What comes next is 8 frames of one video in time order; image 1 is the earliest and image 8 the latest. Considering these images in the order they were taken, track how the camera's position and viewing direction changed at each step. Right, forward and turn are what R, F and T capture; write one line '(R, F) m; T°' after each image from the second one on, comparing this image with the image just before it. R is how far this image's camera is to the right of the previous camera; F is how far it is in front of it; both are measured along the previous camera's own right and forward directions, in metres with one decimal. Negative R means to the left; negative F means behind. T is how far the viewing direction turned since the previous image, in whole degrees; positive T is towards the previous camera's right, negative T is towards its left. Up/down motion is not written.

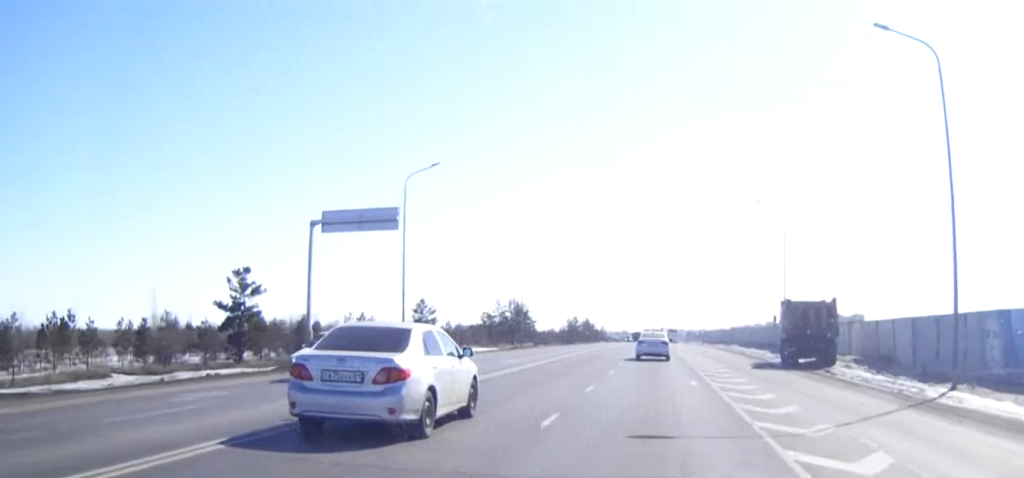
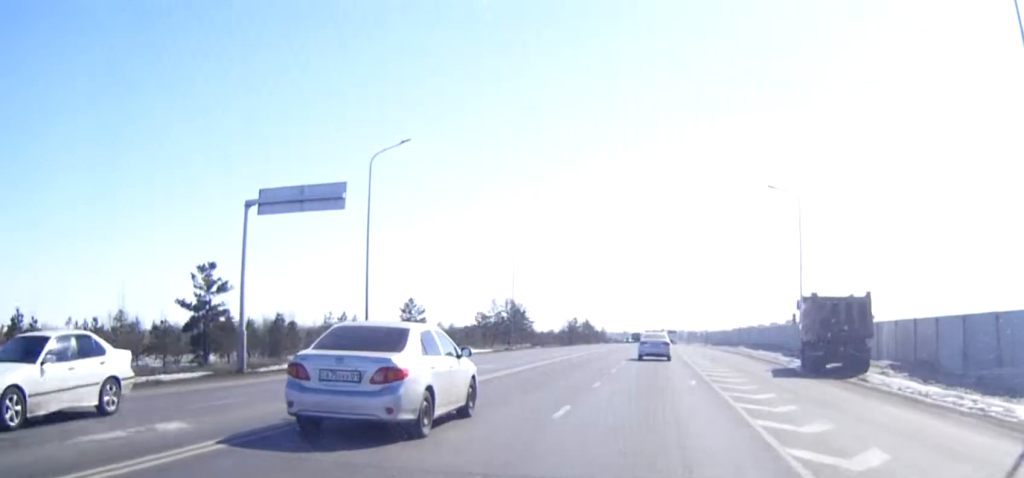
(0.0, +6.6) m; 0°
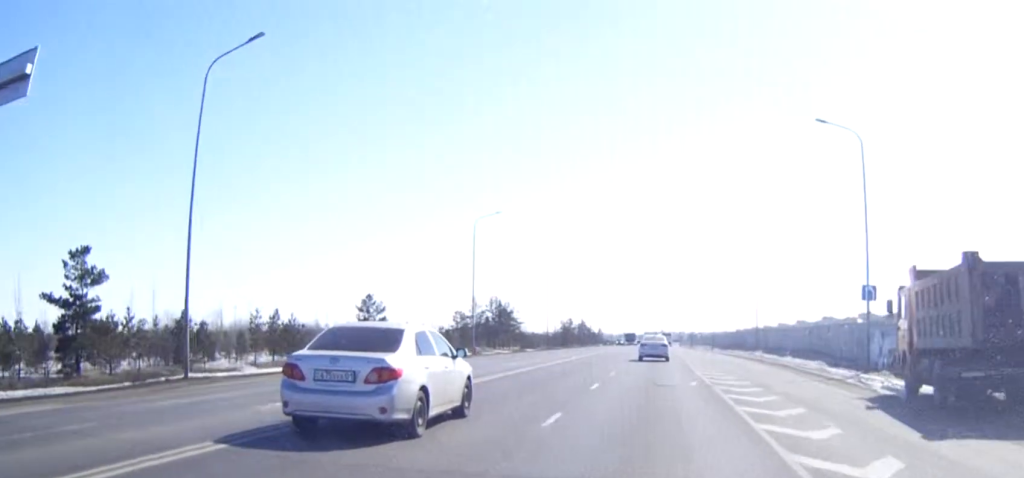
(0.0, +17.6) m; 0°
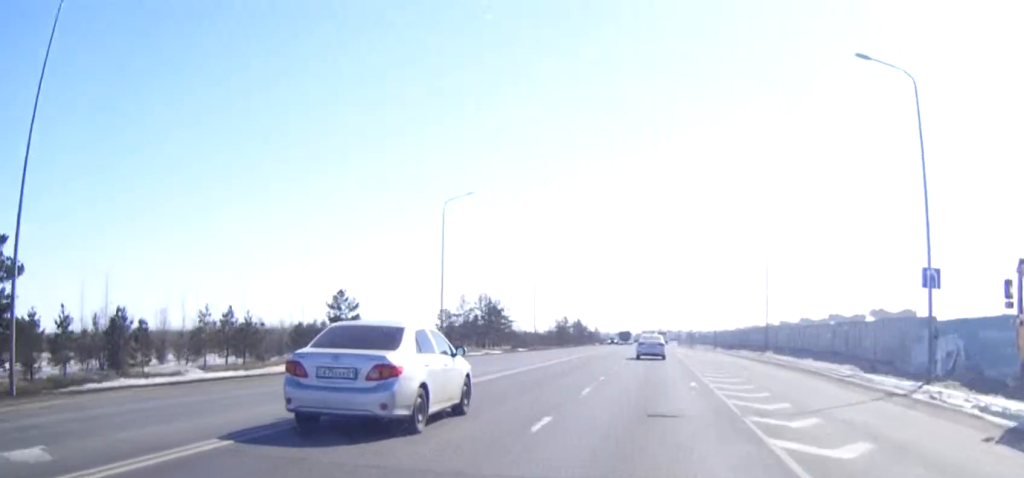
(0.0, +8.9) m; 0°
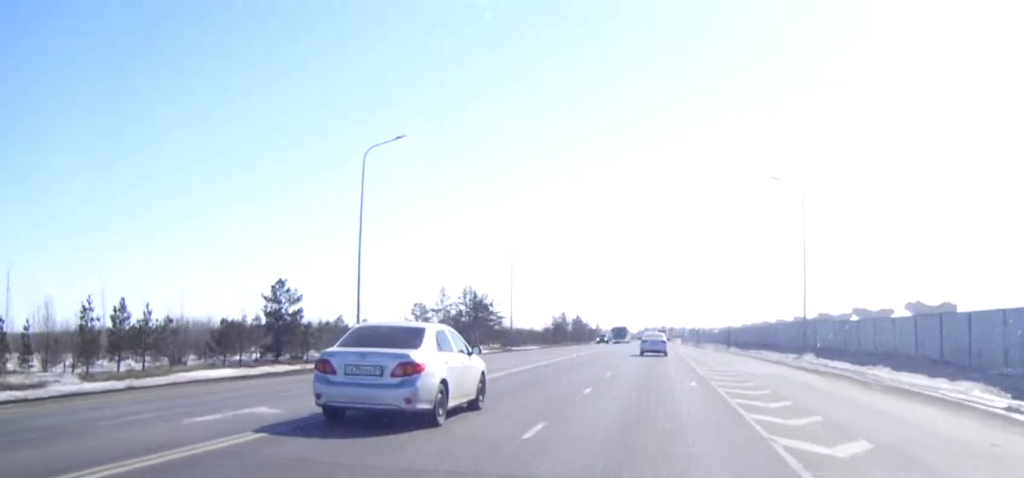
(-0.1, +17.1) m; 0°
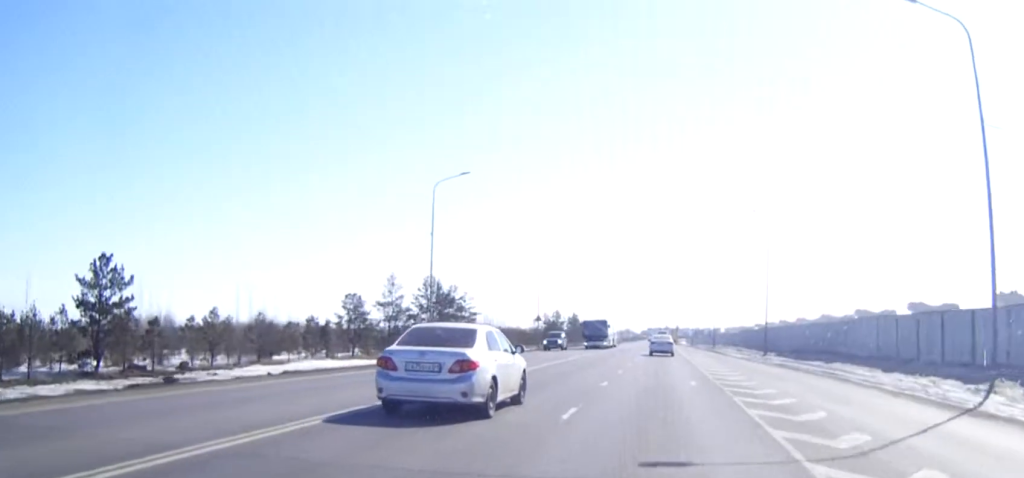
(0.0, +29.5) m; 0°
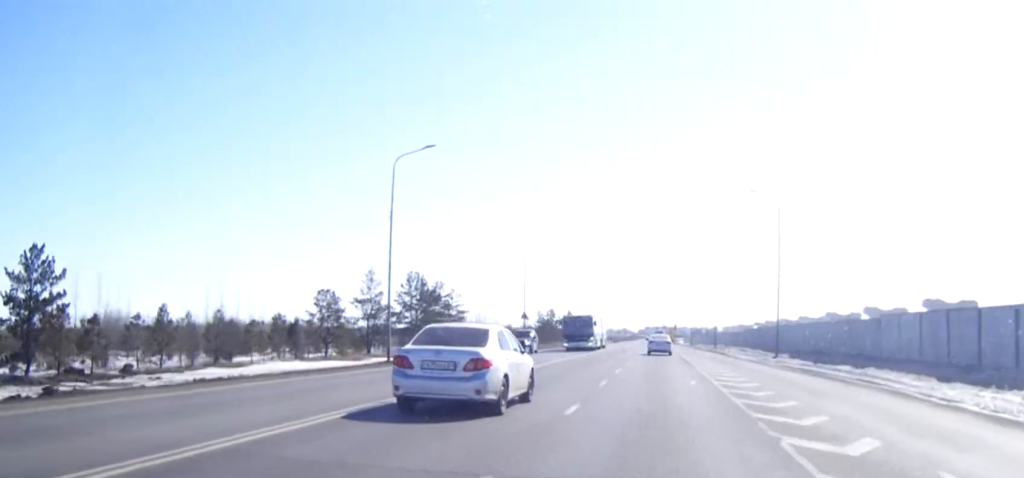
(0.0, +7.6) m; 0°
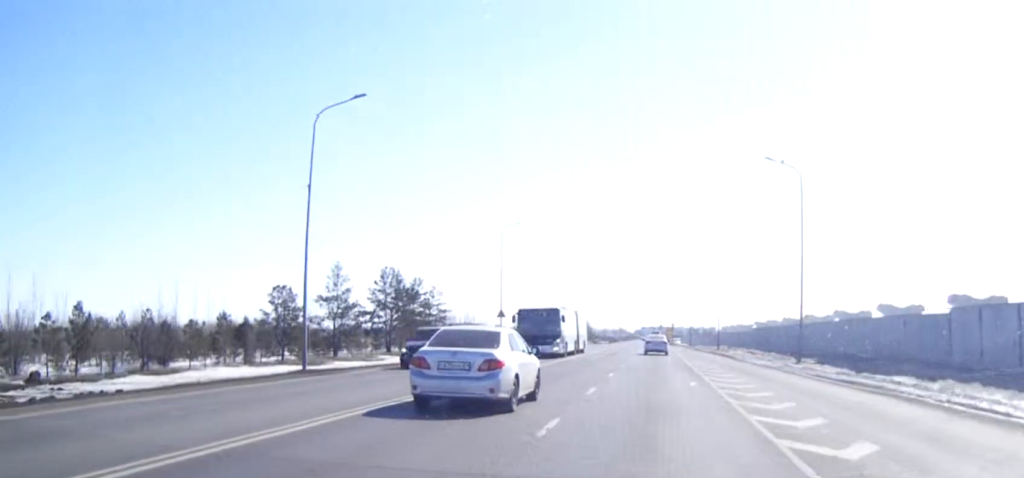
(0.0, +10.4) m; 0°
